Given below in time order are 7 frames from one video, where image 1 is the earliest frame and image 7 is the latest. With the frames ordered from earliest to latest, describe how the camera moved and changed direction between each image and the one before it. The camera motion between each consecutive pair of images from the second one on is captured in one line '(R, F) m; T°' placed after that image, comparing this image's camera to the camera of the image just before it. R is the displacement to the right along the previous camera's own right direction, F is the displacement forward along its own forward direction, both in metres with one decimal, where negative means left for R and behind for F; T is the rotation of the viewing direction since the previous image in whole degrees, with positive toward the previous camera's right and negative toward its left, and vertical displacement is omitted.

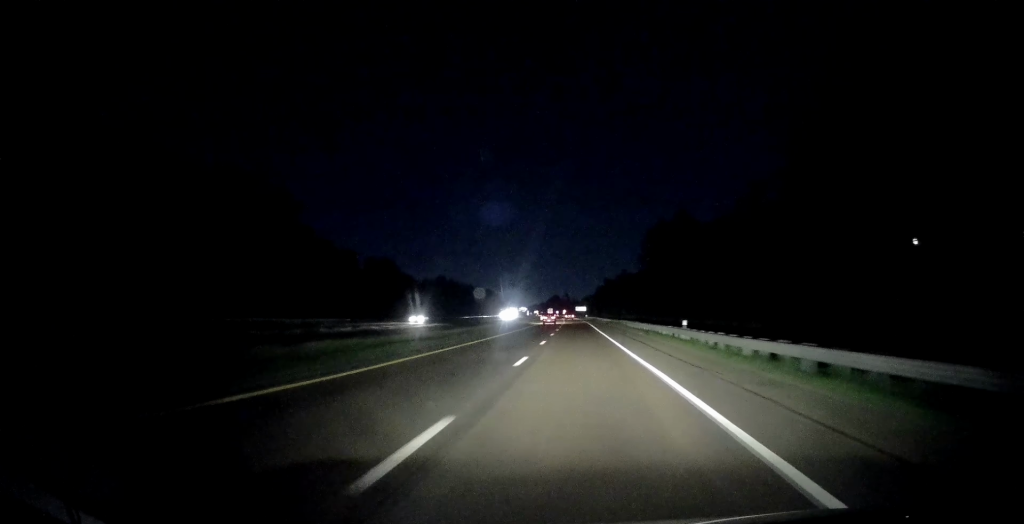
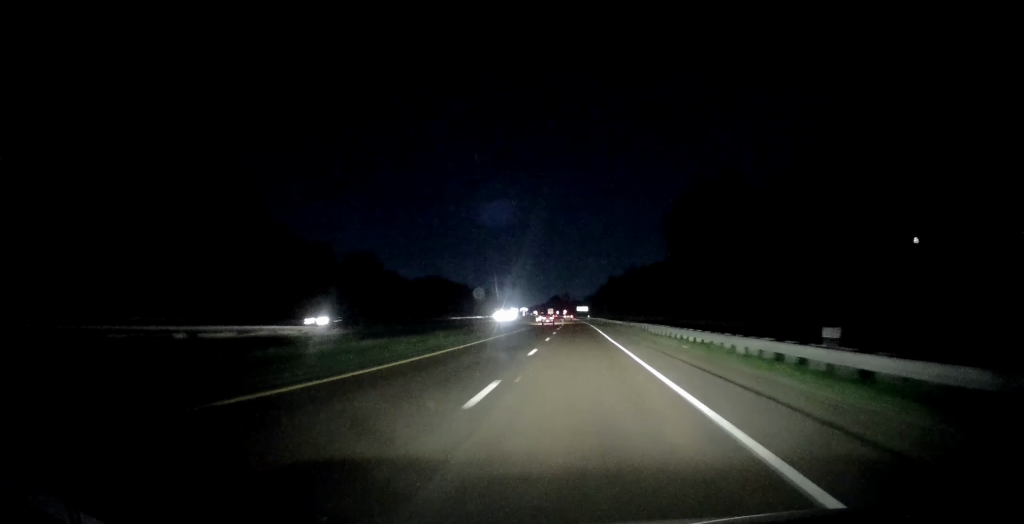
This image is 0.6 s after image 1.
(0.0, +19.6) m; 0°
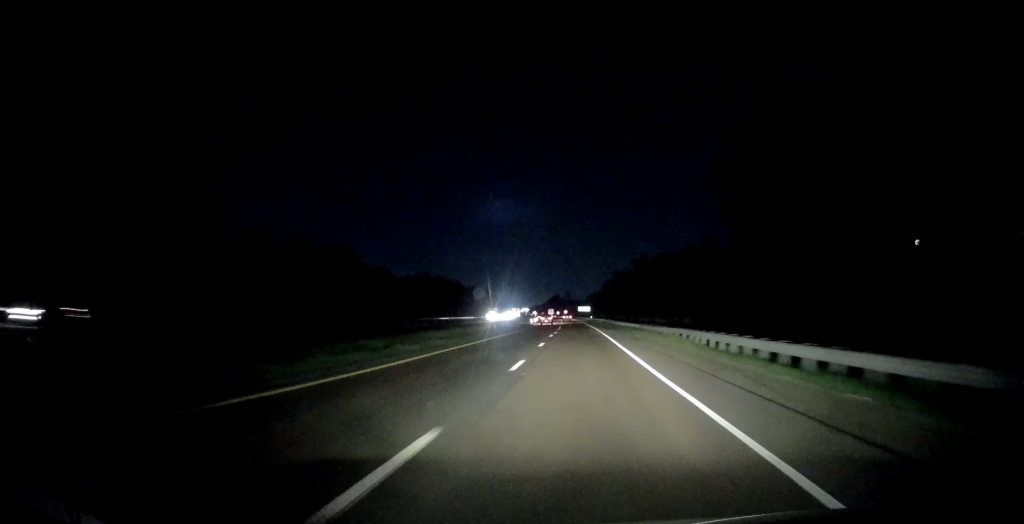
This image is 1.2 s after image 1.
(0.0, +18.5) m; 0°
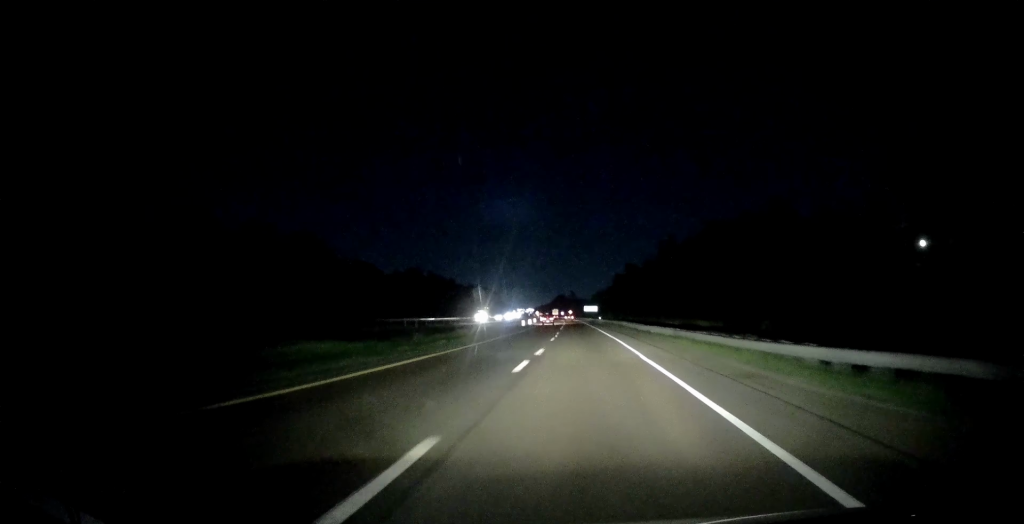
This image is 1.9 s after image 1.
(+0.2, +24.7) m; 0°
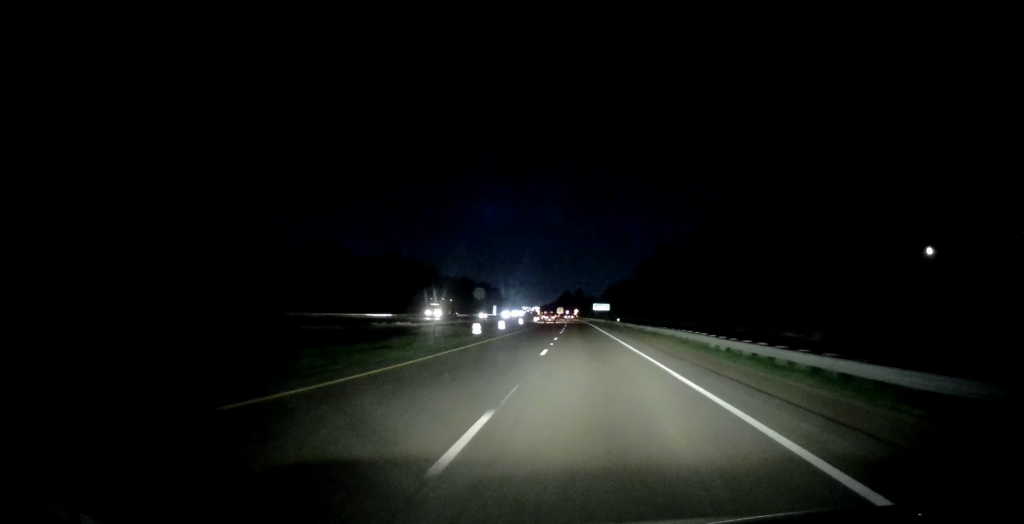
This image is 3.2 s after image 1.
(-0.6, +42.0) m; -1°
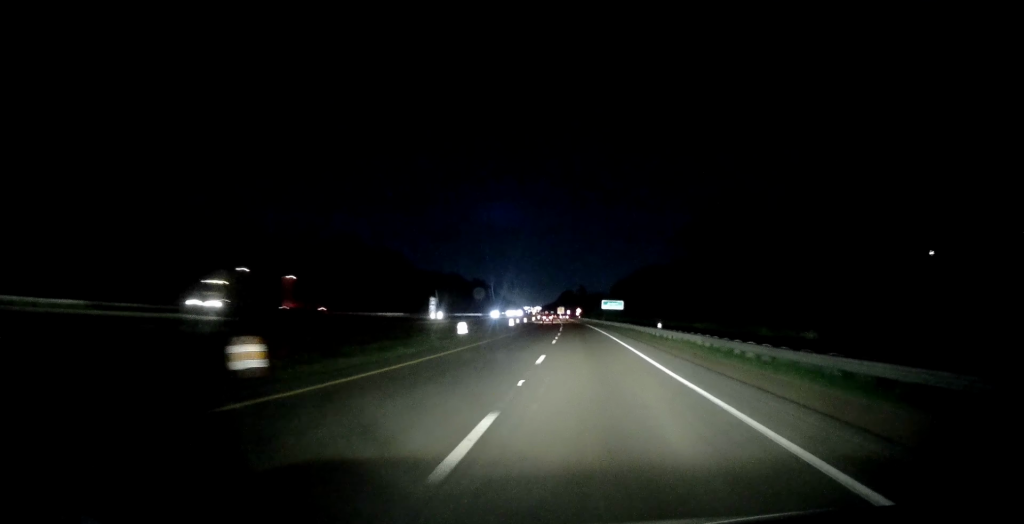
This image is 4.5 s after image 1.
(+0.2, +41.7) m; 0°
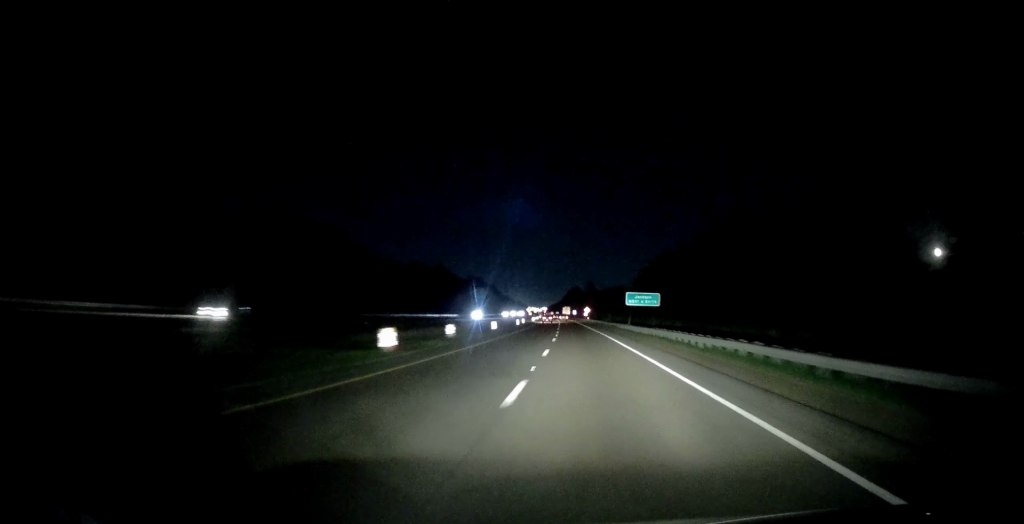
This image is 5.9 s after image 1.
(-0.2, +44.9) m; 0°
